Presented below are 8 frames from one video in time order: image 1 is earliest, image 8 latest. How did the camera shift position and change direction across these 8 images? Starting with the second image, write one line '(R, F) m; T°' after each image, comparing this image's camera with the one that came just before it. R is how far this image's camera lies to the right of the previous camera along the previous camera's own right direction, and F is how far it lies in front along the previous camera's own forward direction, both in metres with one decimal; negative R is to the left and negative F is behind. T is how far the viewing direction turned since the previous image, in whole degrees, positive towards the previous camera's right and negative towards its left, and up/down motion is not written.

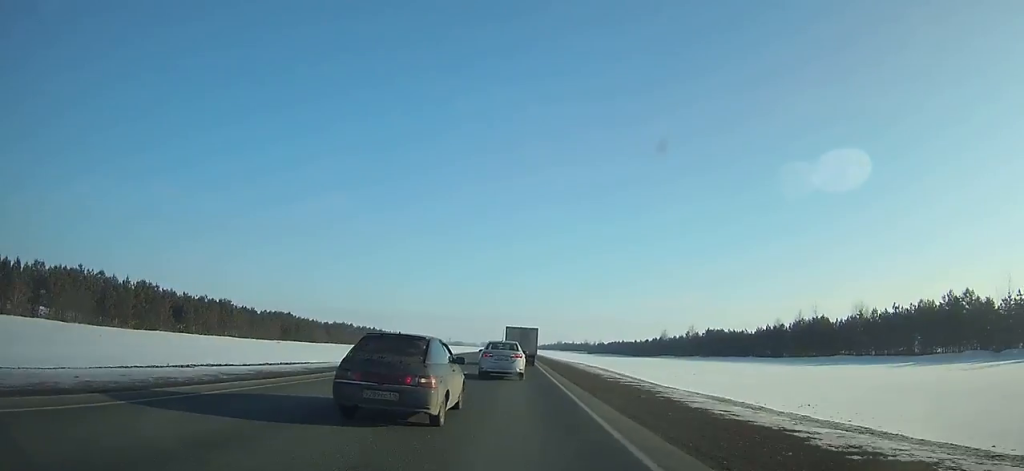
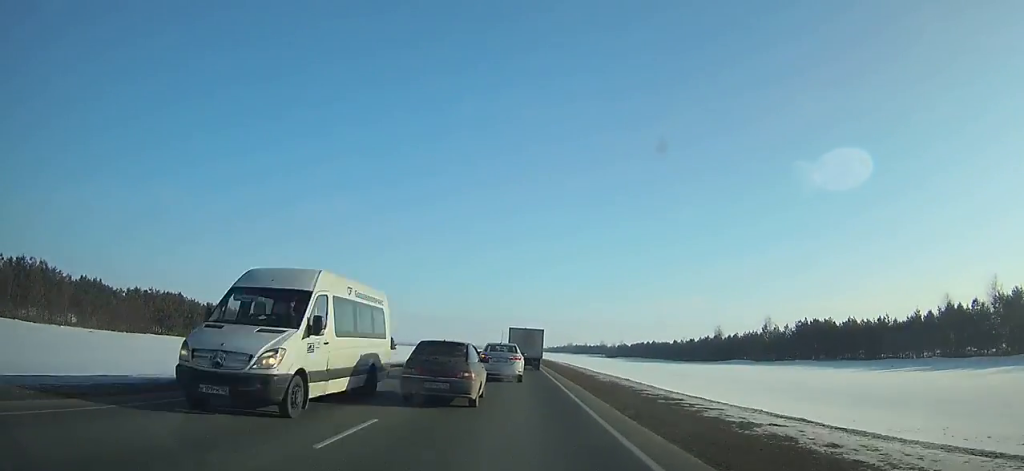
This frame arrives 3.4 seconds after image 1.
(-0.2, +66.8) m; 0°
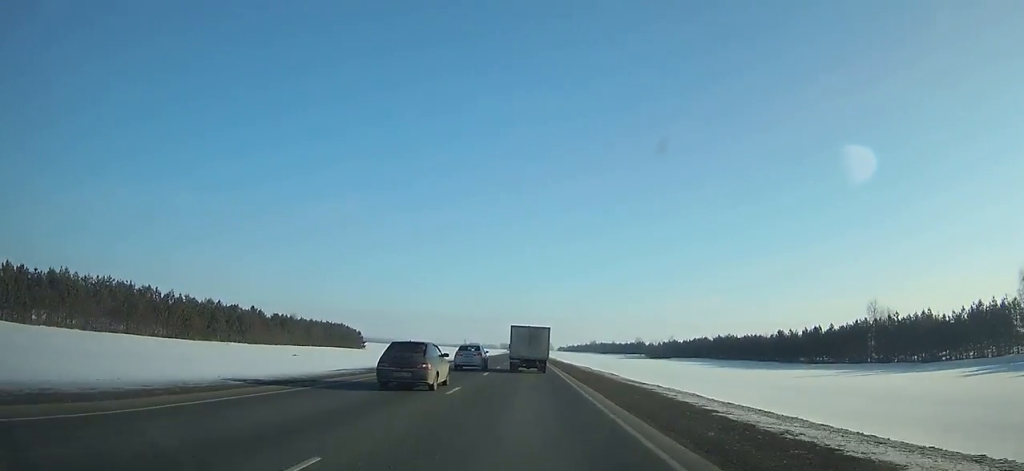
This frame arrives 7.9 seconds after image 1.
(-0.4, +88.0) m; -1°
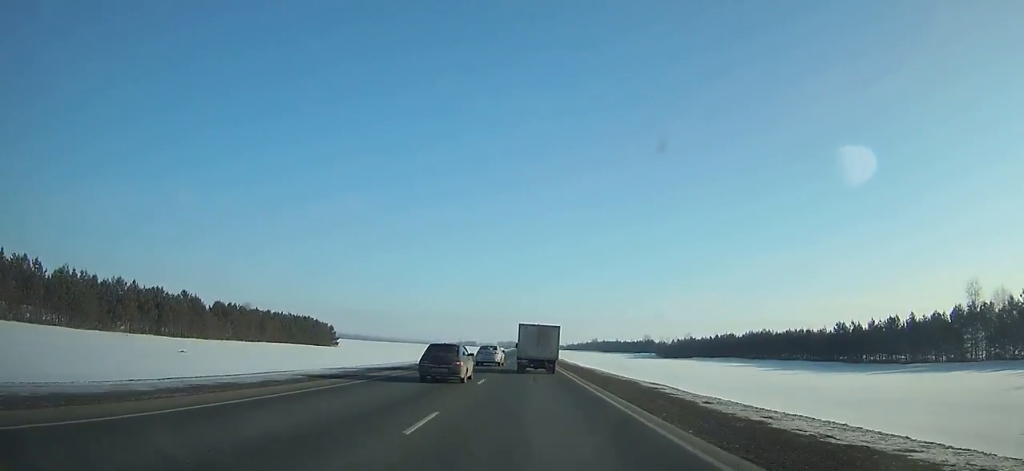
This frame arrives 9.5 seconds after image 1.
(-0.1, +31.4) m; 0°
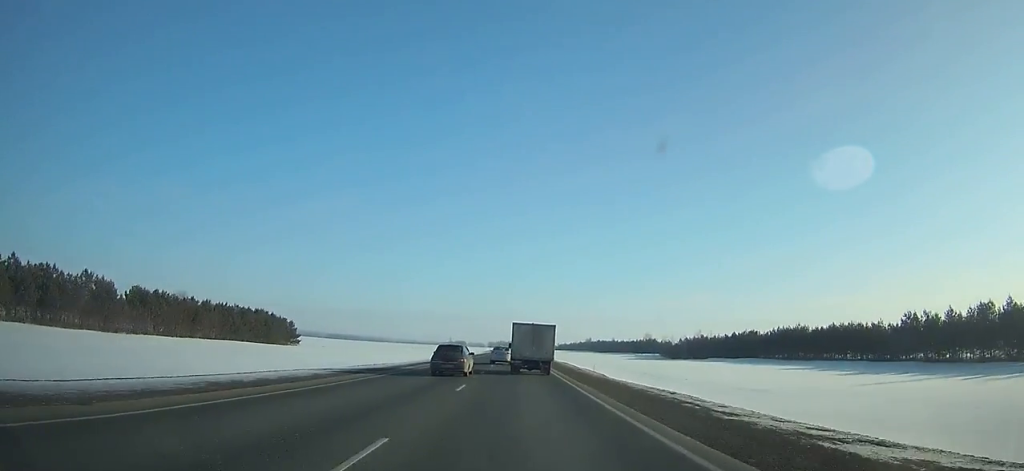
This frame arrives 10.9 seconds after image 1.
(0.0, +27.6) m; 0°
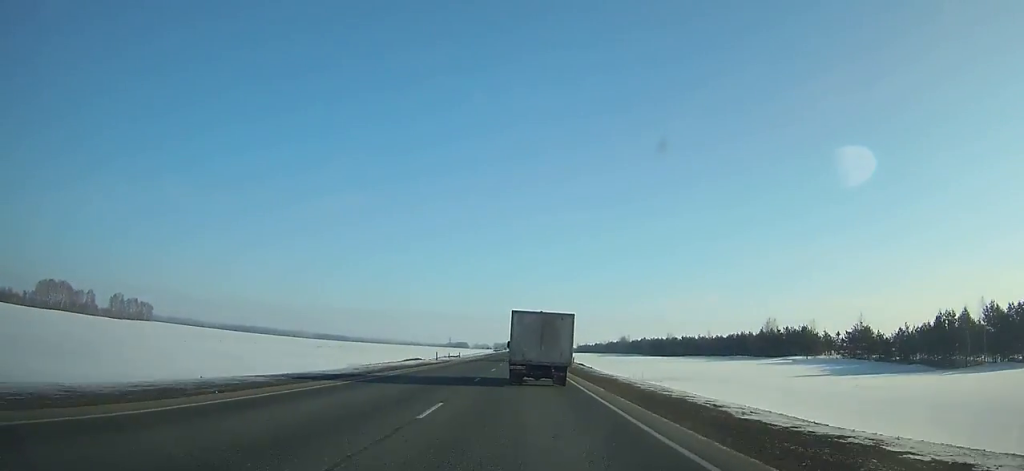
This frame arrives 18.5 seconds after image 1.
(-0.4, +150.7) m; 0°
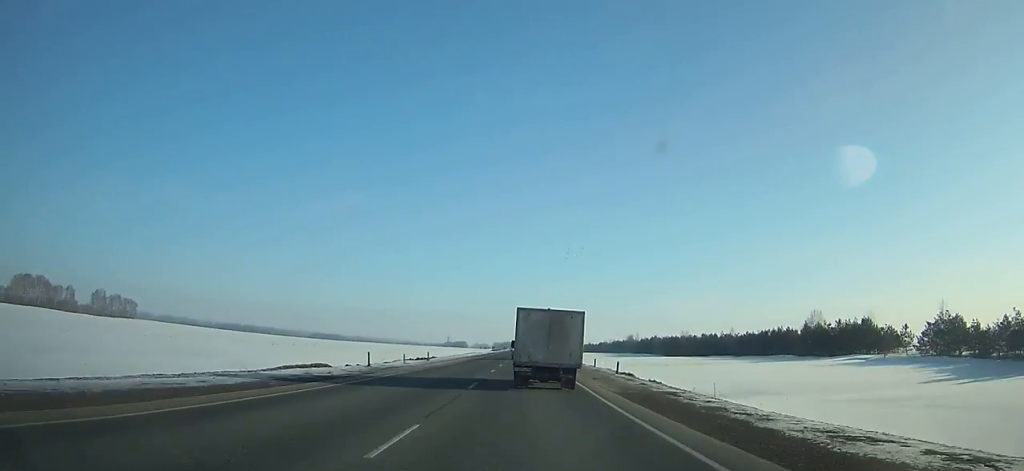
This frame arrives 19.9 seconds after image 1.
(0.0, +27.6) m; 0°
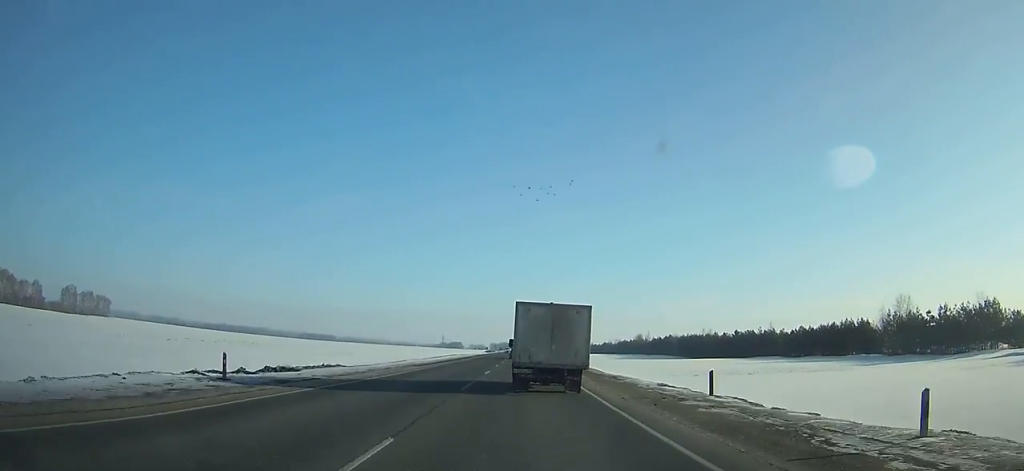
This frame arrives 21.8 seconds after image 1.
(+0.1, +37.2) m; 0°
